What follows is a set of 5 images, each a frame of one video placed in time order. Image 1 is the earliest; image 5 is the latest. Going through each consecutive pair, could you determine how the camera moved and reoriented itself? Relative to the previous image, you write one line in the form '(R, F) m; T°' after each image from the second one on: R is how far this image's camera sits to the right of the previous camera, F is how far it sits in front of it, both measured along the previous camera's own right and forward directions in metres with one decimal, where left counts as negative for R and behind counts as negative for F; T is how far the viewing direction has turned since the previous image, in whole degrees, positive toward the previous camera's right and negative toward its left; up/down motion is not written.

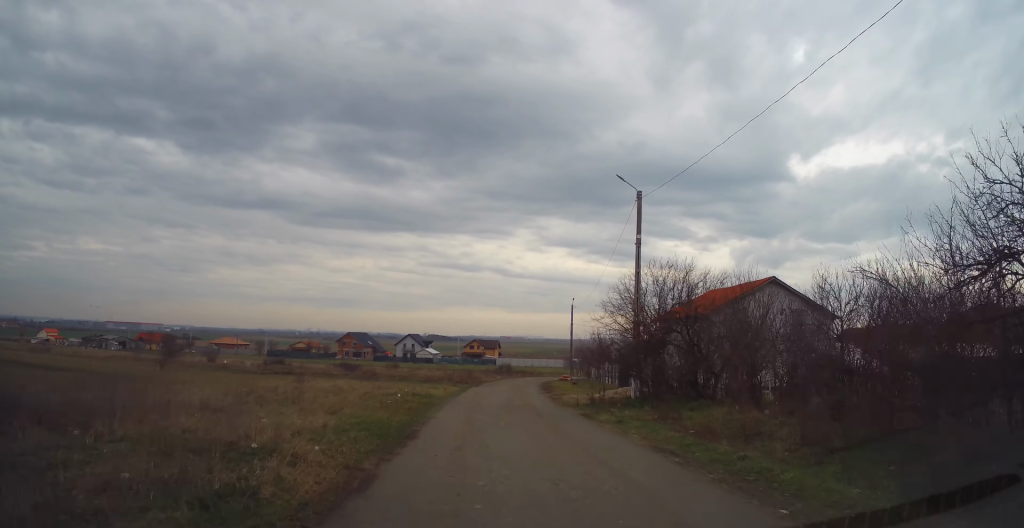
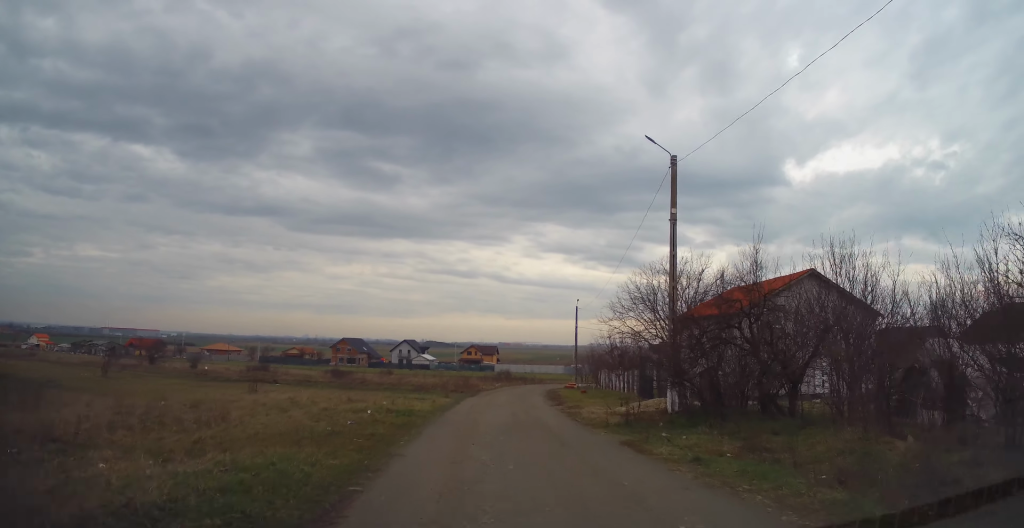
(0.0, +4.5) m; 0°
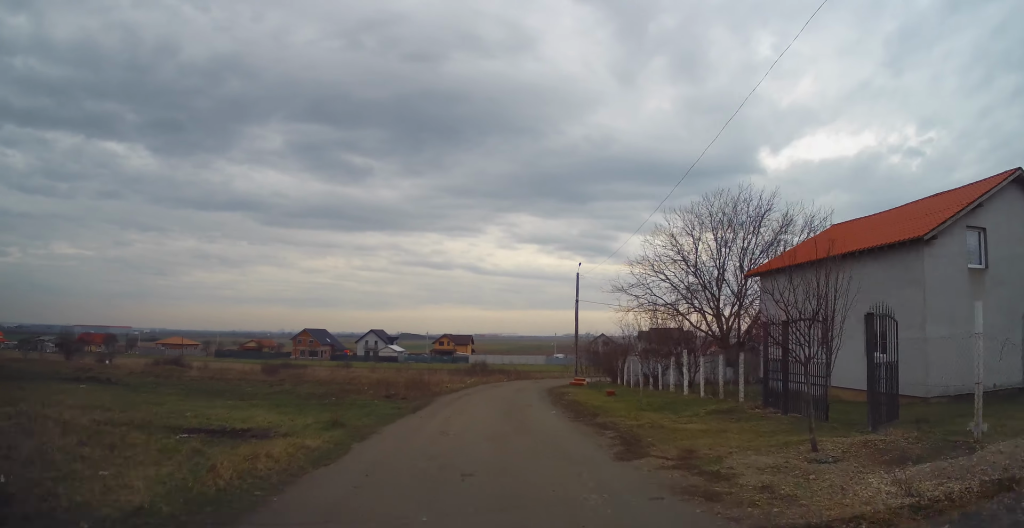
(+0.2, +15.4) m; +2°
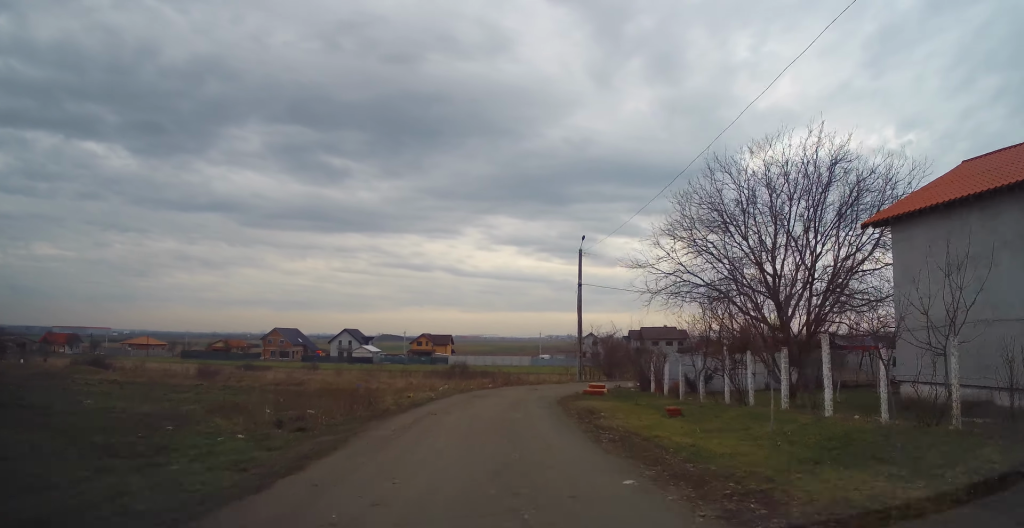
(+0.1, +10.4) m; +1°
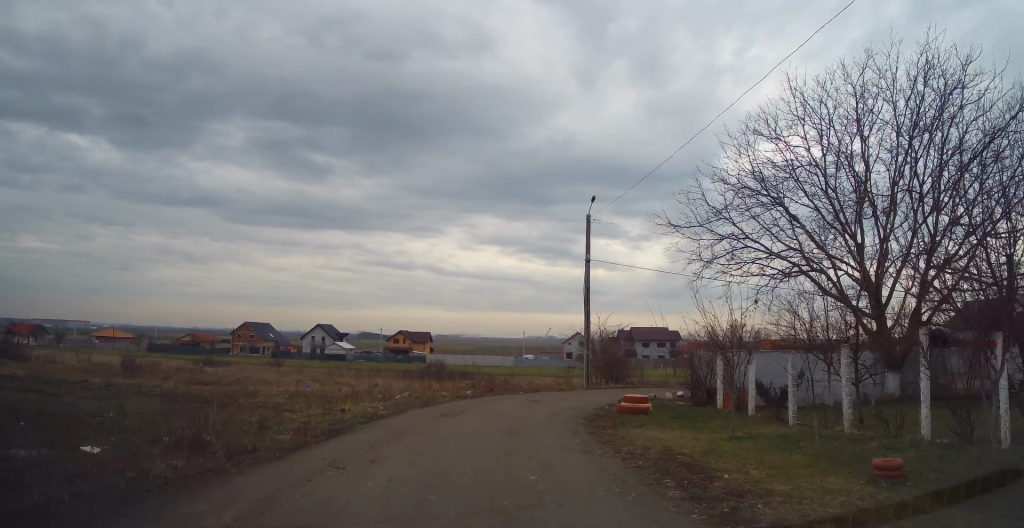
(+0.1, +9.0) m; +2°
